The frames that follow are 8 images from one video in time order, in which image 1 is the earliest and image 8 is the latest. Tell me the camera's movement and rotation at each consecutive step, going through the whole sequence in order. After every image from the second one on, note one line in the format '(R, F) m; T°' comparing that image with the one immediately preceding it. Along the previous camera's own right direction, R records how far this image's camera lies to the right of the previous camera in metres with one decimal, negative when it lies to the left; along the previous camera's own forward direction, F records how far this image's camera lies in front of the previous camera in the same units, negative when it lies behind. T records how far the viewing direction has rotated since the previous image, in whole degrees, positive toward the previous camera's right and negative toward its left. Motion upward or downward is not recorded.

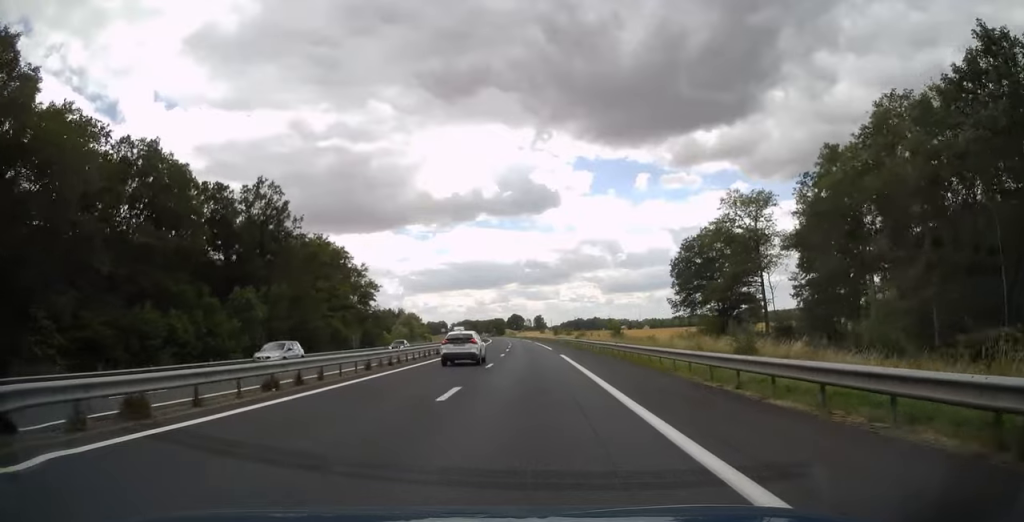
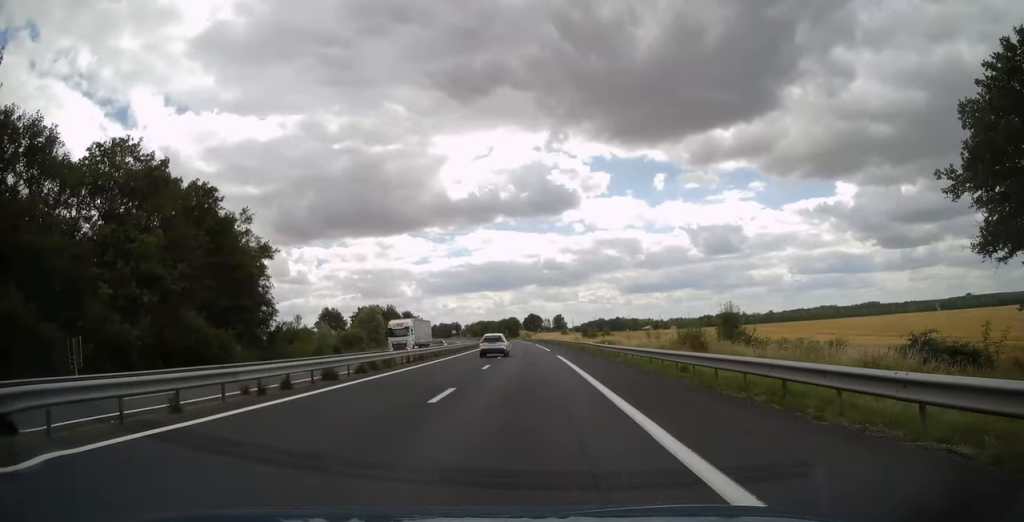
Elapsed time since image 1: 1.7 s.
(-0.7, +50.5) m; -2°
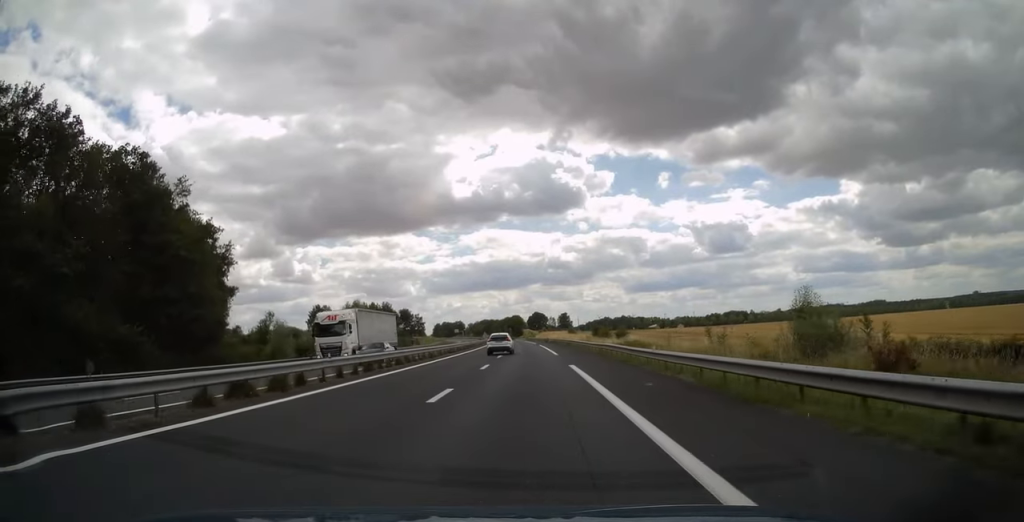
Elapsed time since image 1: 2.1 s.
(-0.1, +12.8) m; -1°
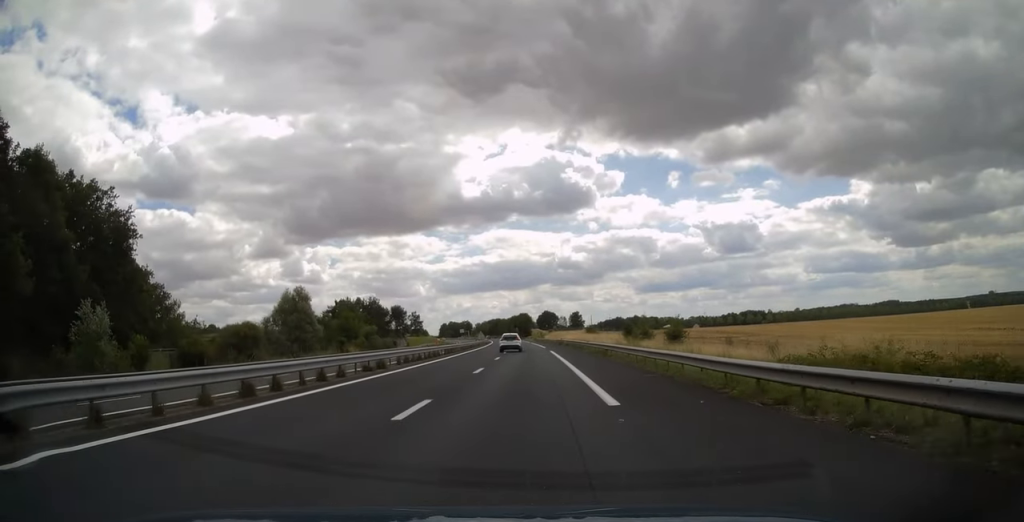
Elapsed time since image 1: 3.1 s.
(0.0, +28.0) m; -1°
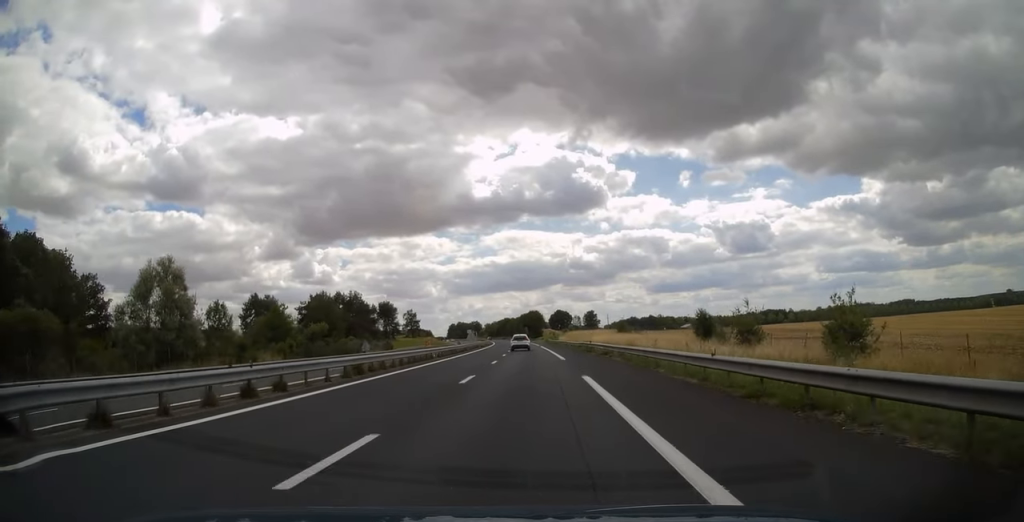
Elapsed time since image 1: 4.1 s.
(-0.5, +30.0) m; -1°
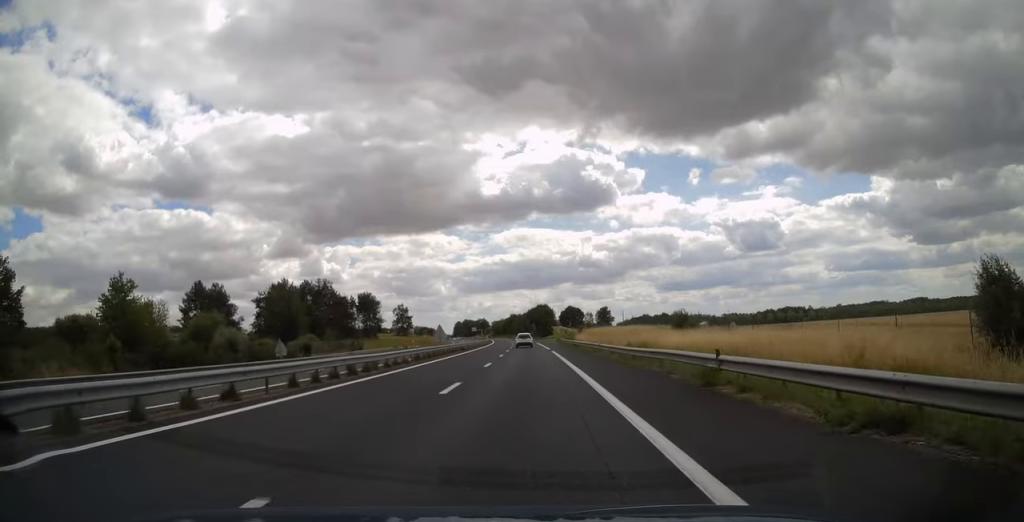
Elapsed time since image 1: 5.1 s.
(+0.2, +28.9) m; -1°
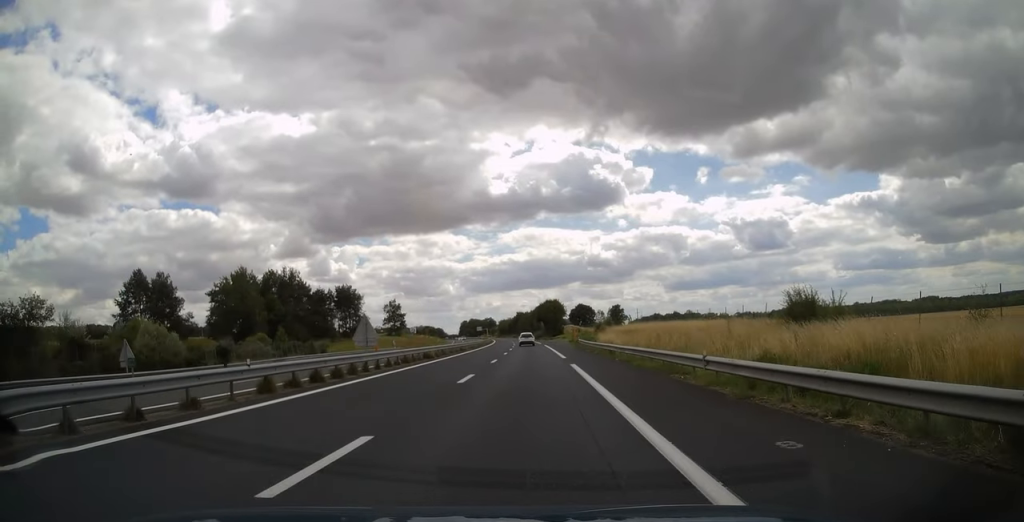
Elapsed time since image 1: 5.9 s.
(-0.5, +22.1) m; -1°
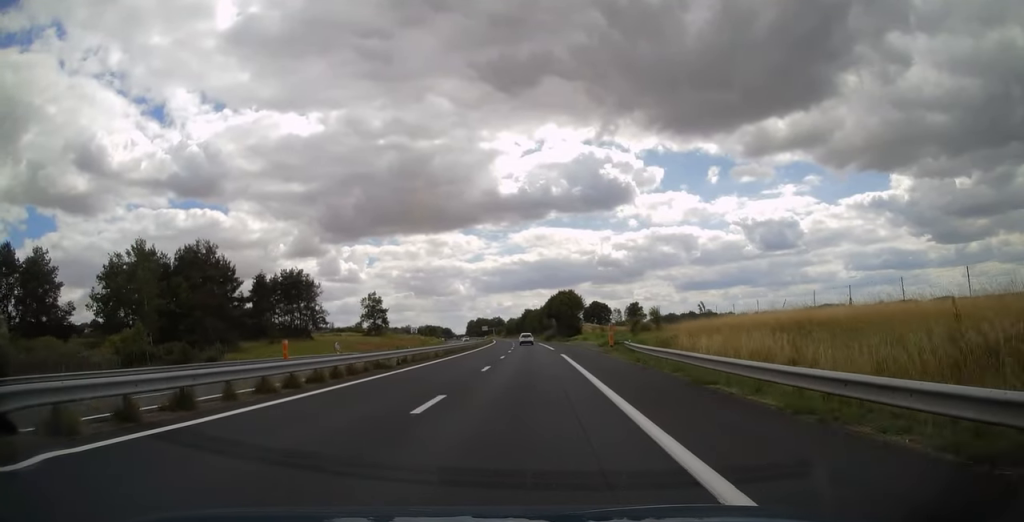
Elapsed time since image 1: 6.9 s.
(-0.3, +32.4) m; -1°
